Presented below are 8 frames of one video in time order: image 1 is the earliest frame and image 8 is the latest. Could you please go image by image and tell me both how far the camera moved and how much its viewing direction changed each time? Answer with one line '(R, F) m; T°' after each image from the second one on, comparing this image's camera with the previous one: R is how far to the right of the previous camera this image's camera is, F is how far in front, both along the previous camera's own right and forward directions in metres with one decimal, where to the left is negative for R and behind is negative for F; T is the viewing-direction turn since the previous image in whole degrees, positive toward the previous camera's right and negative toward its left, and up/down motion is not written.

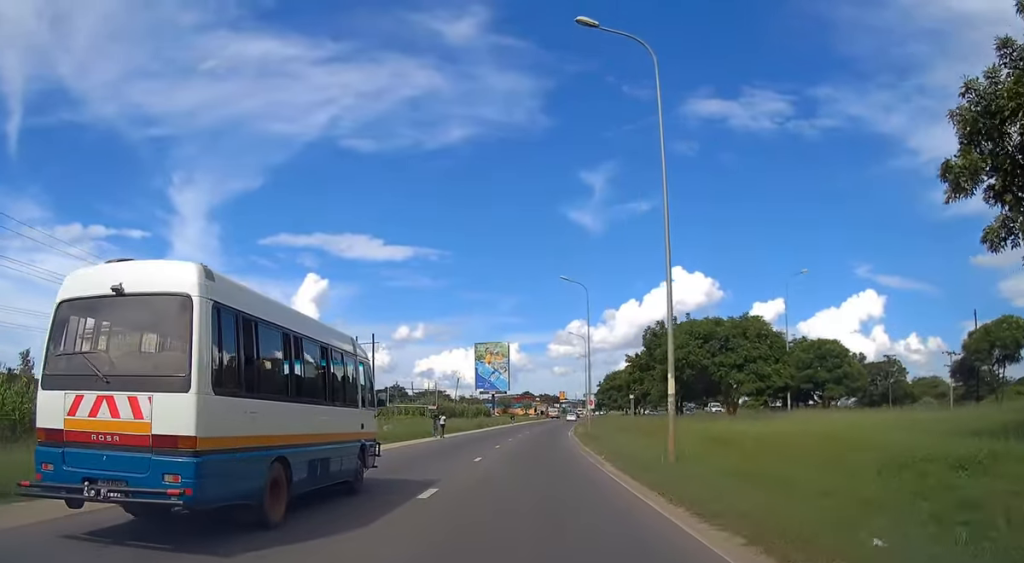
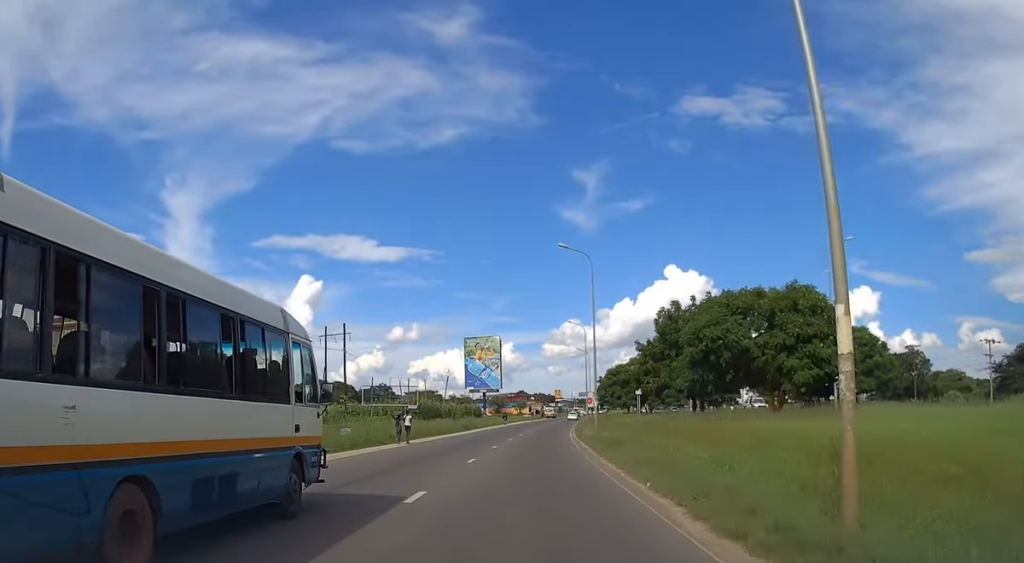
(0.0, +10.5) m; 0°
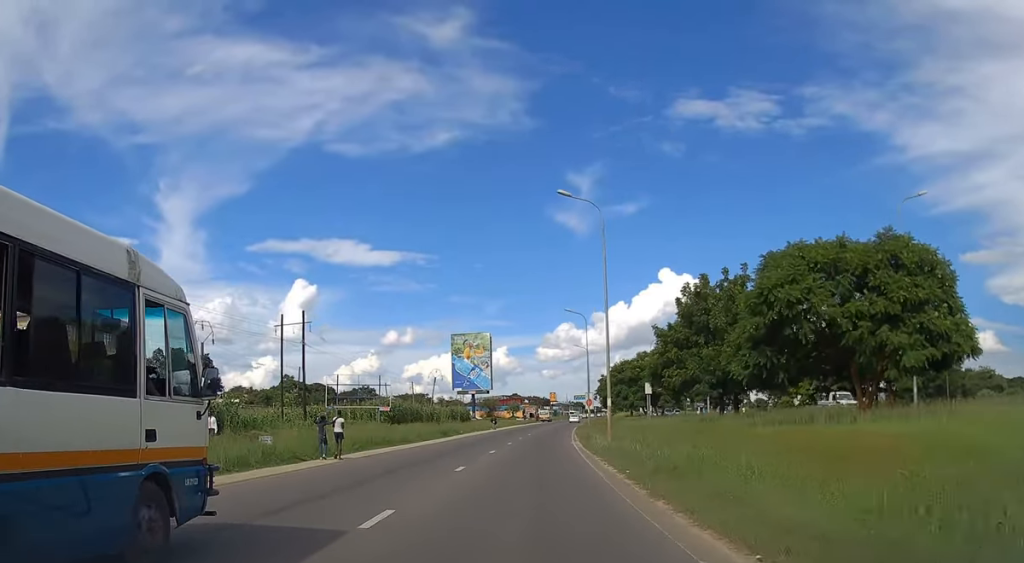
(0.0, +11.8) m; 0°
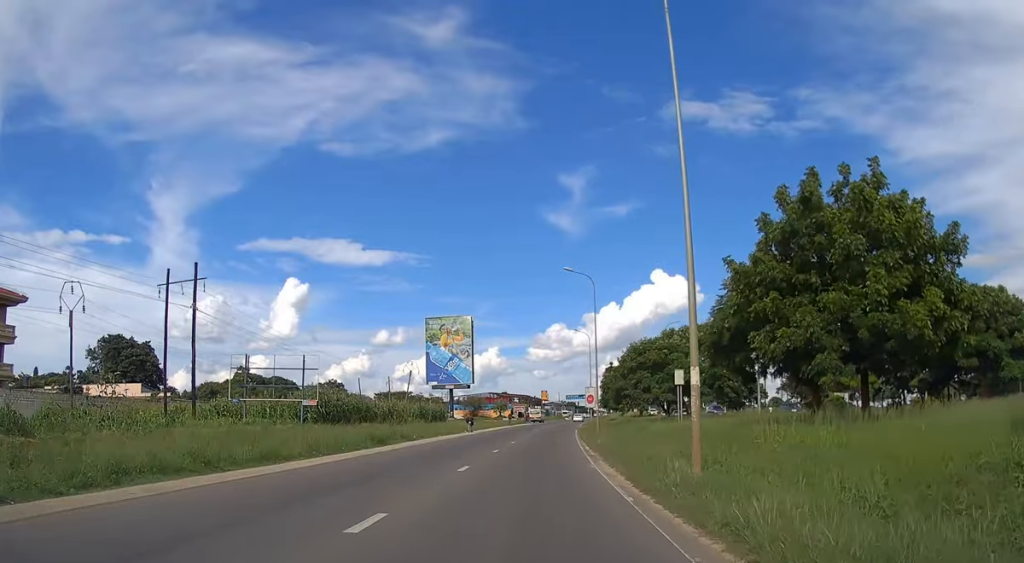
(+0.2, +20.0) m; +1°
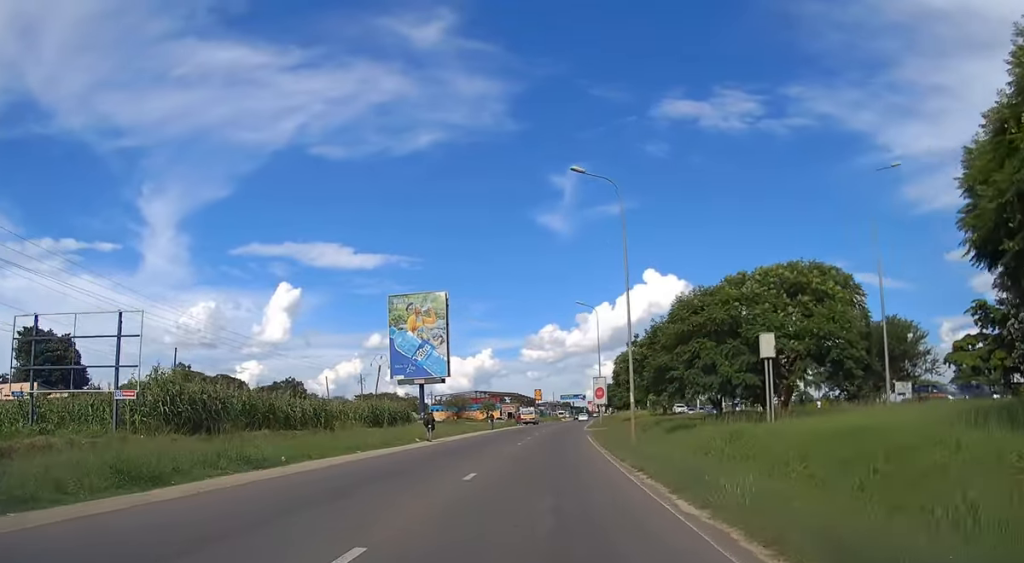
(+0.1, +21.5) m; 0°
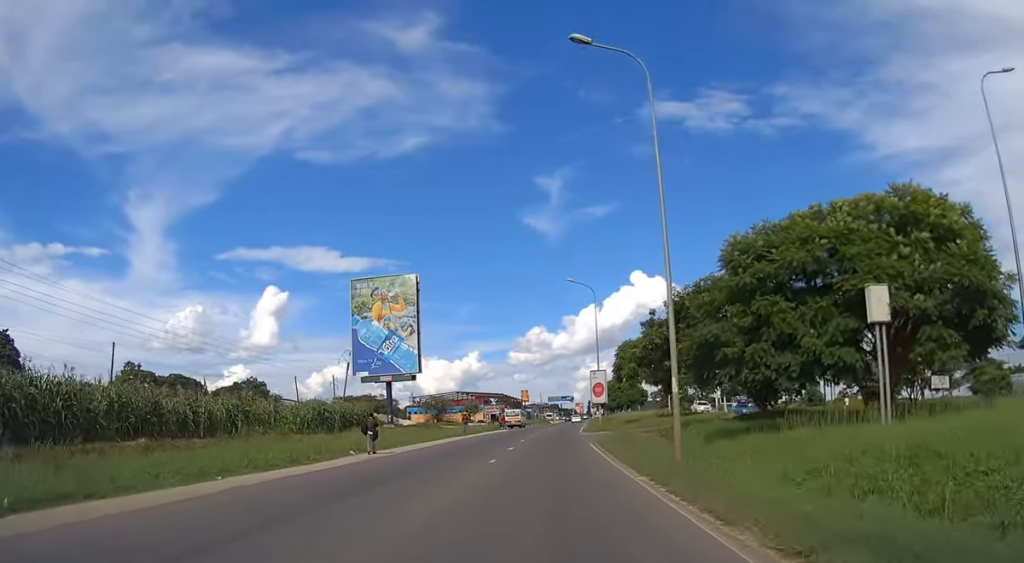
(0.0, +11.8) m; +1°
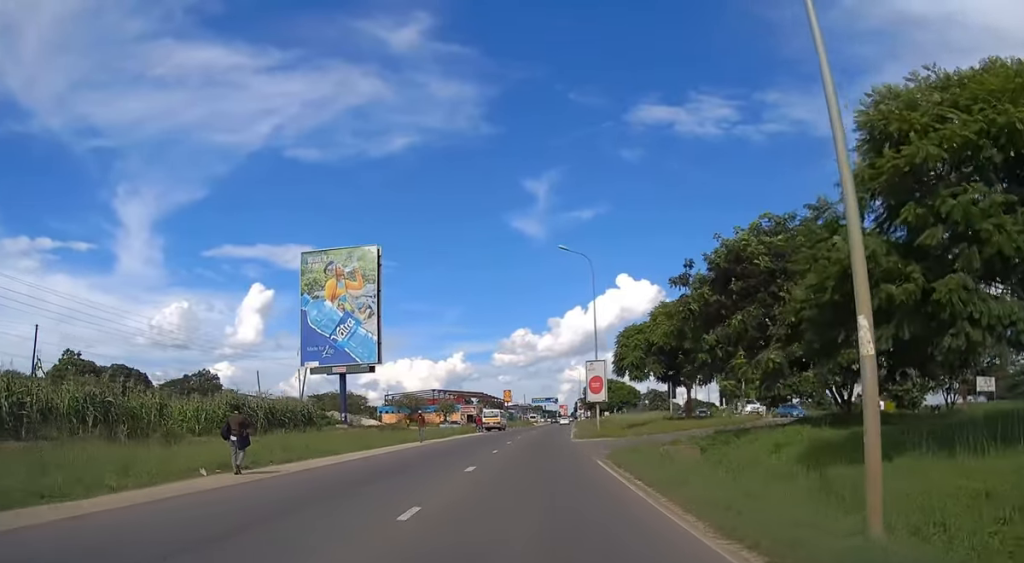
(+0.1, +11.8) m; +1°
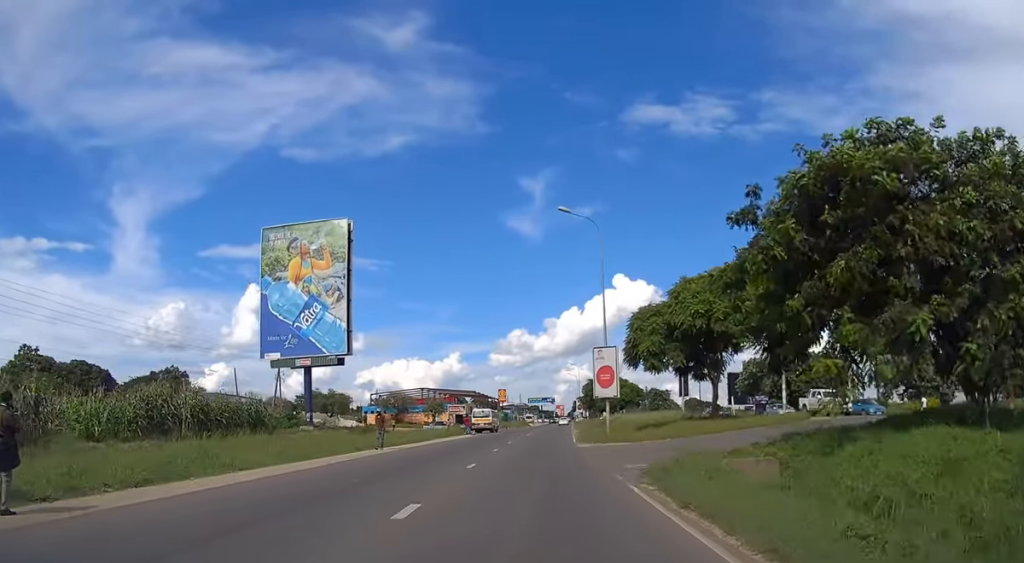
(+0.1, +8.6) m; +1°
